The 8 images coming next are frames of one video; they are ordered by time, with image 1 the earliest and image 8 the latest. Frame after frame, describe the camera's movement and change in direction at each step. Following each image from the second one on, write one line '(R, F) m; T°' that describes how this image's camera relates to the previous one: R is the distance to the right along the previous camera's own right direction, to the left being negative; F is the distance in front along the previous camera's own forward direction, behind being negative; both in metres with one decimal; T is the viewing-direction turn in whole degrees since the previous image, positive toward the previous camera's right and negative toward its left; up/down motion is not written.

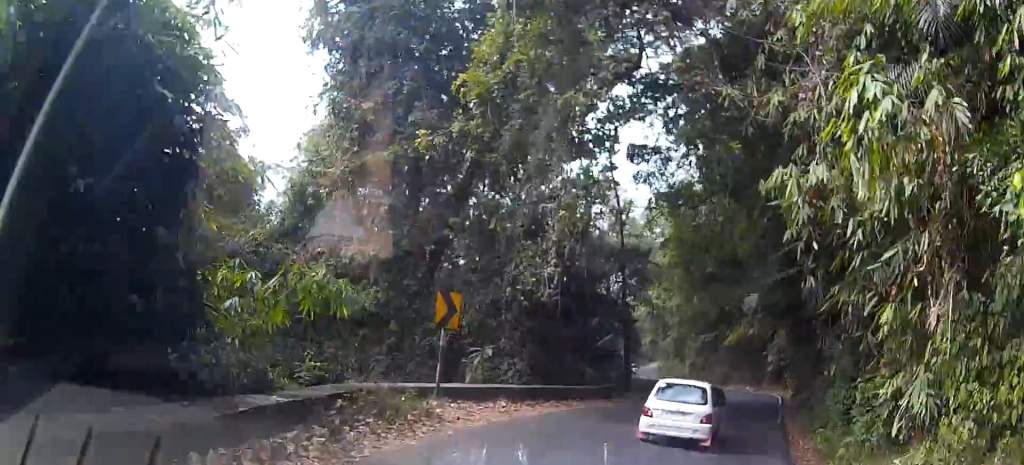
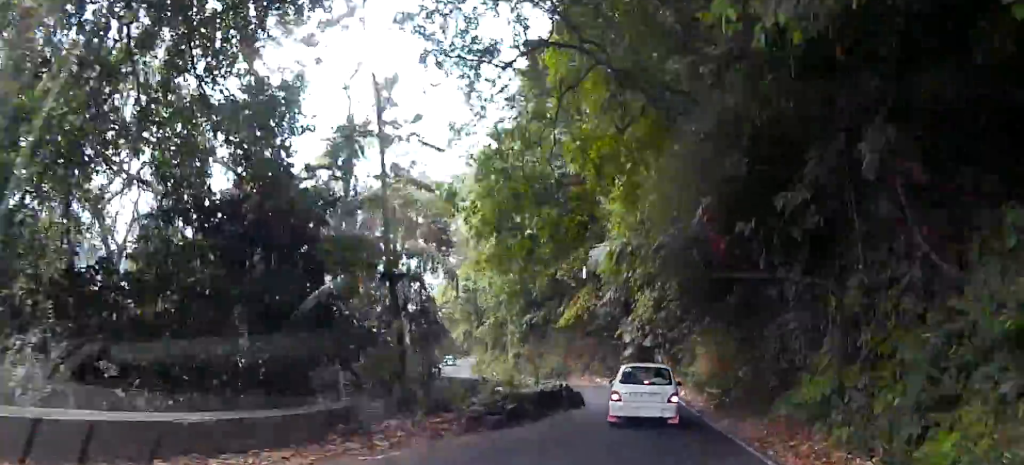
(+0.6, +14.9) m; -1°
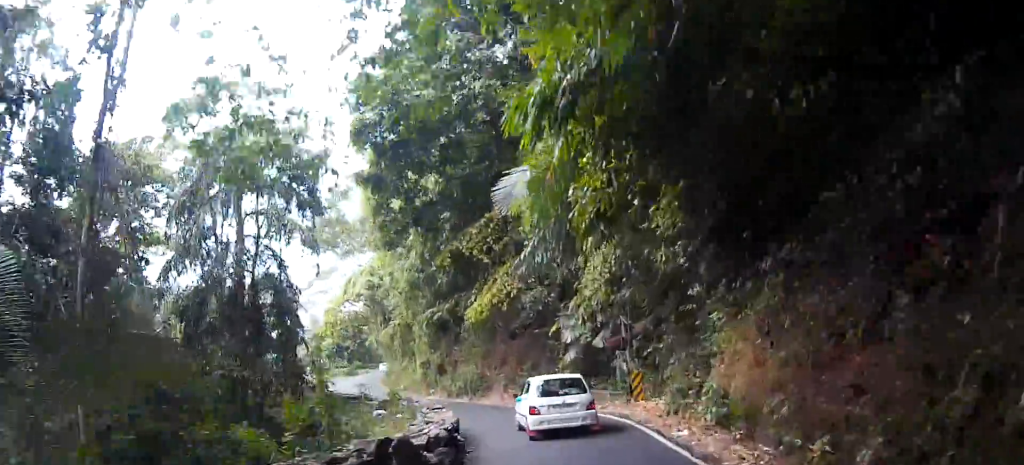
(-0.3, +13.2) m; -2°
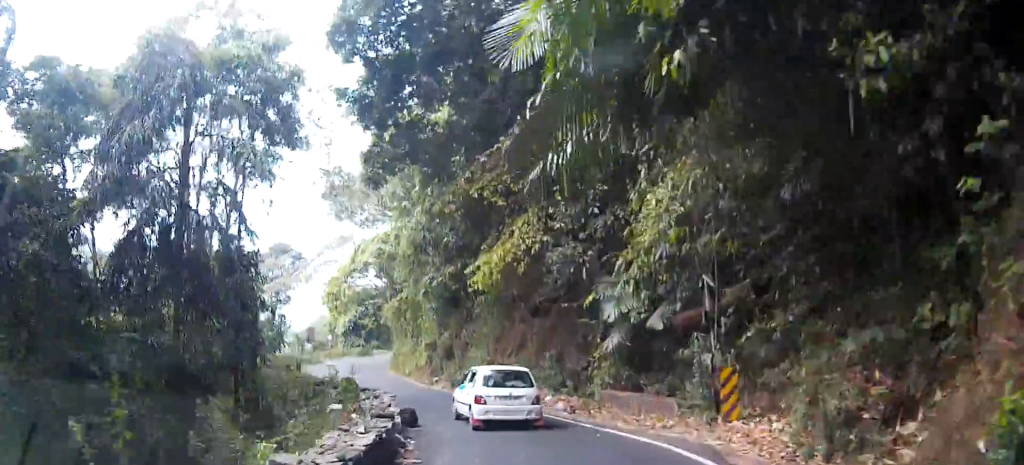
(0.0, +8.1) m; -1°
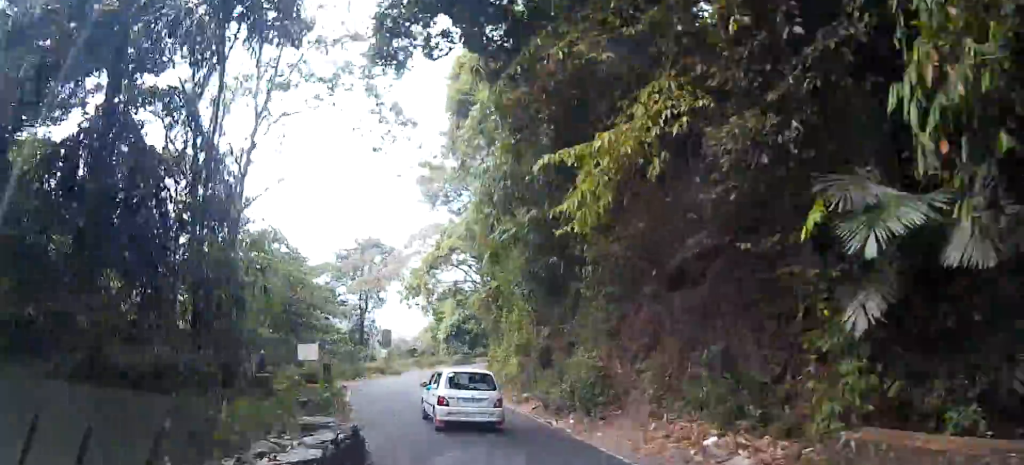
(-0.1, +10.2) m; -2°
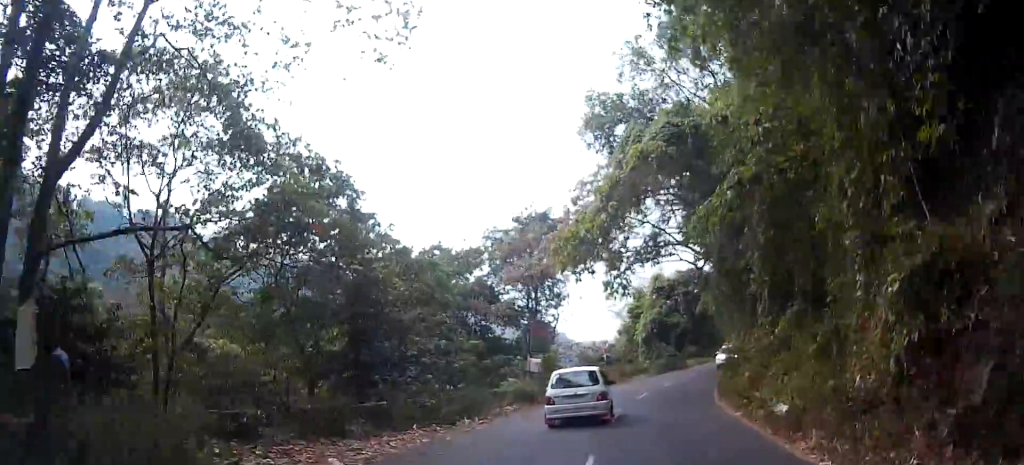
(-0.7, +19.4) m; 0°
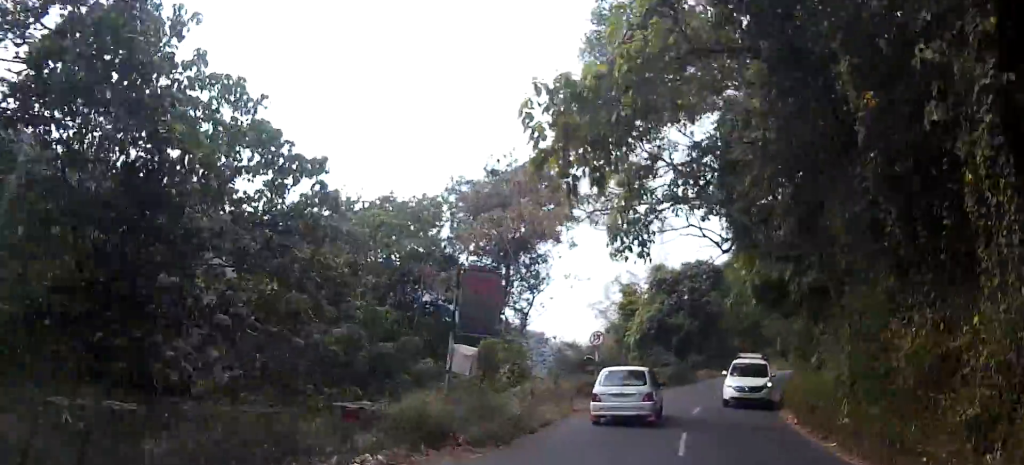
(+0.6, +12.3) m; +3°
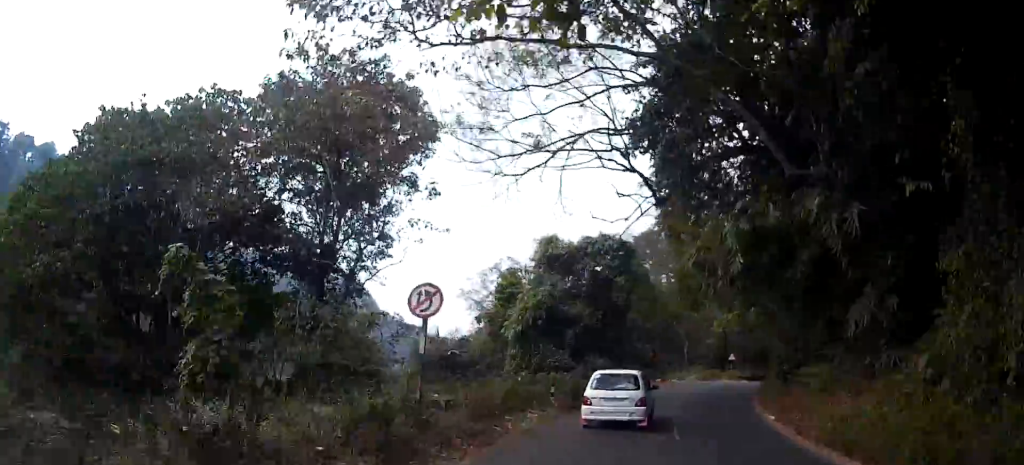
(0.0, +13.3) m; +5°
